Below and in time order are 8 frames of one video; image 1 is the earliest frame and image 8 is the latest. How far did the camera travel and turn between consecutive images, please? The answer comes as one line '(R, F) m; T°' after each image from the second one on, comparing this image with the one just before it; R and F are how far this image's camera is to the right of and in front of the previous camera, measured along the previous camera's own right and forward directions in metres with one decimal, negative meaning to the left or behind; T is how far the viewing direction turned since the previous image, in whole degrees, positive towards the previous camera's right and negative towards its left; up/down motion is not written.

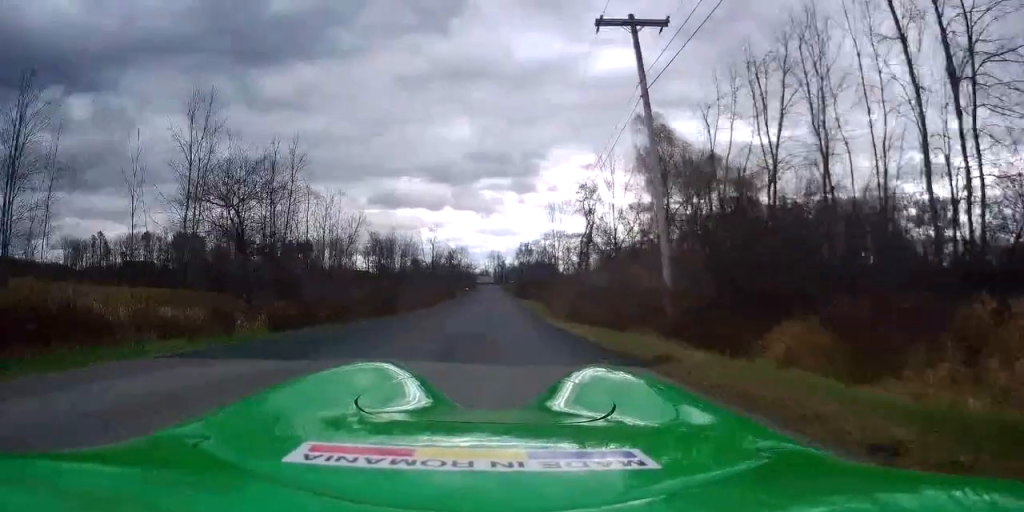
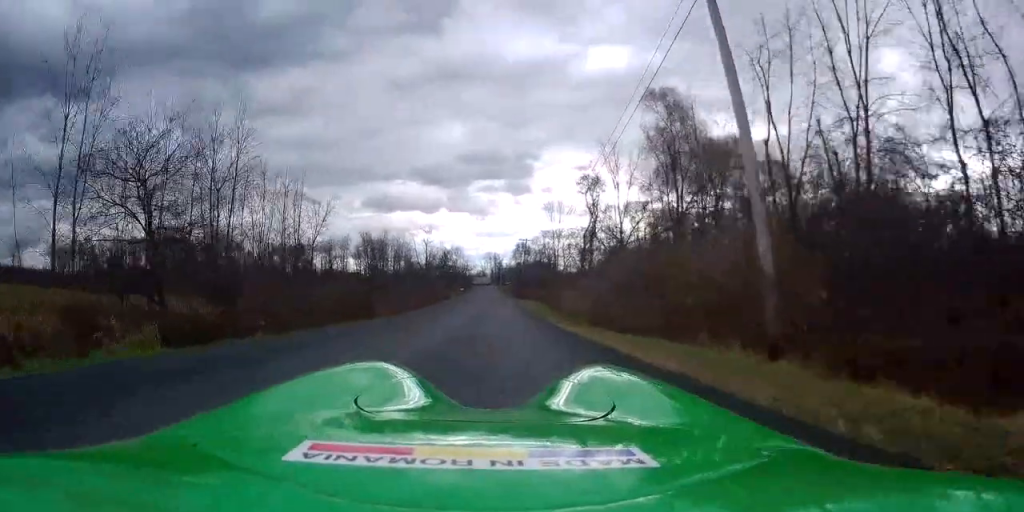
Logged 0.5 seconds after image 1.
(0.0, +6.8) m; -1°
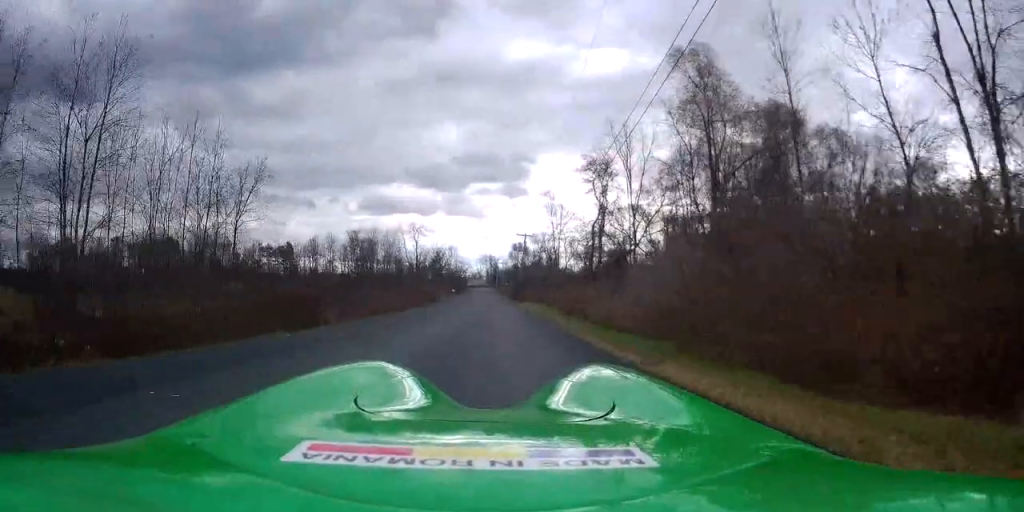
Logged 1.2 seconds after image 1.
(-0.2, +10.5) m; -1°
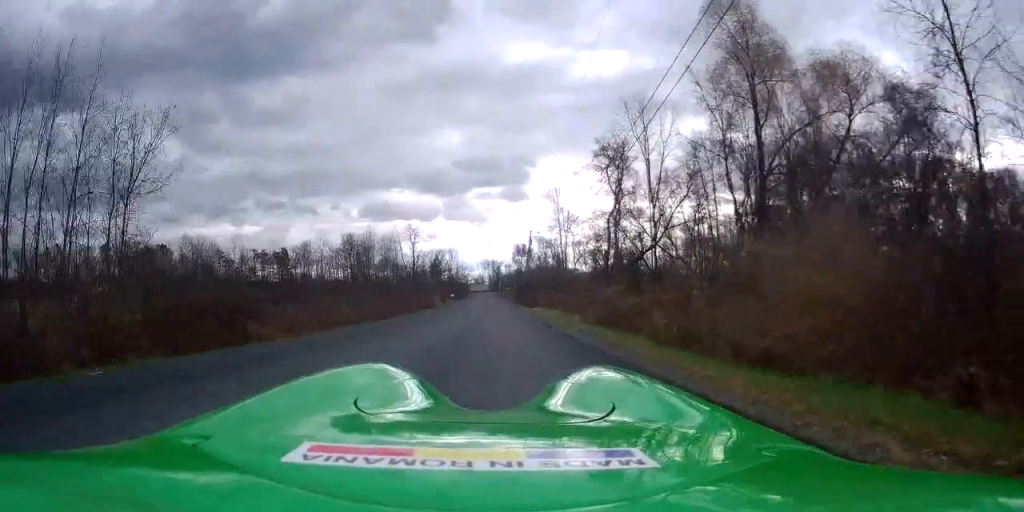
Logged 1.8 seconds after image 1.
(-0.1, +8.2) m; 0°
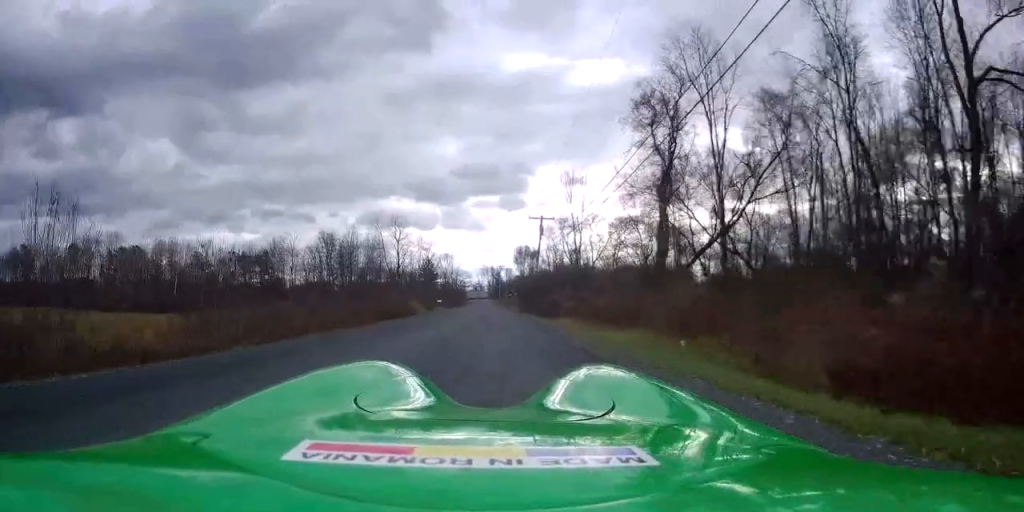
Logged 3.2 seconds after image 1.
(0.0, +19.4) m; 0°
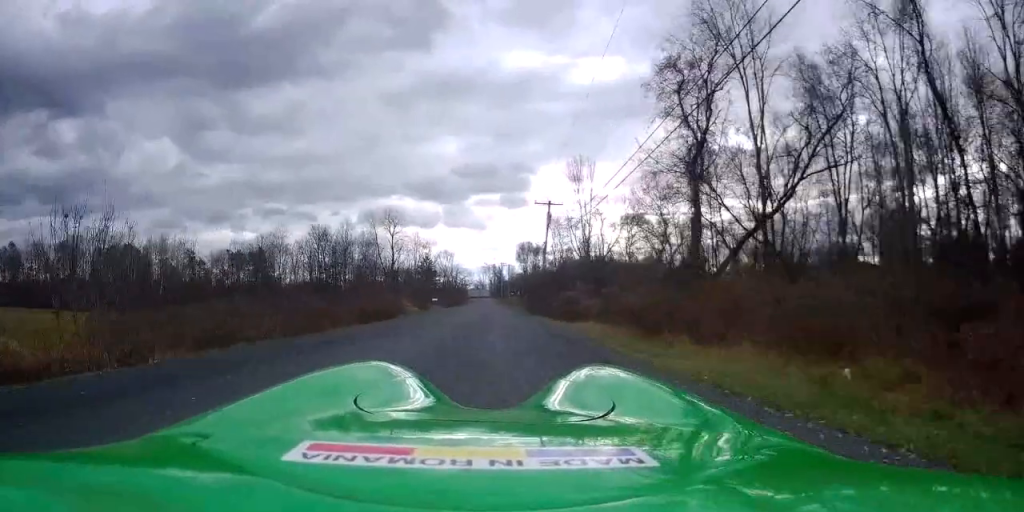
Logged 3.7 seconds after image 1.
(0.0, +7.1) m; 0°
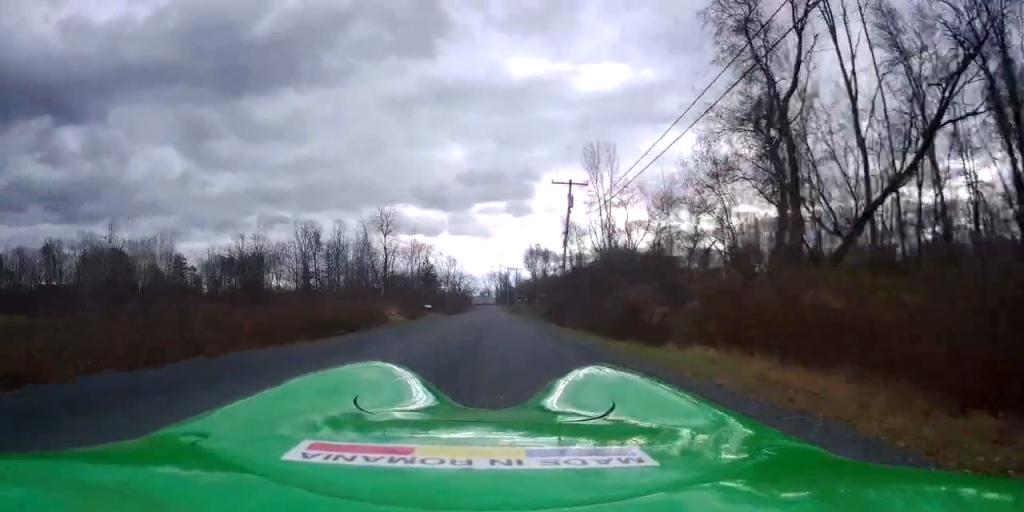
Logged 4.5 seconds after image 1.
(-0.1, +11.2) m; 0°
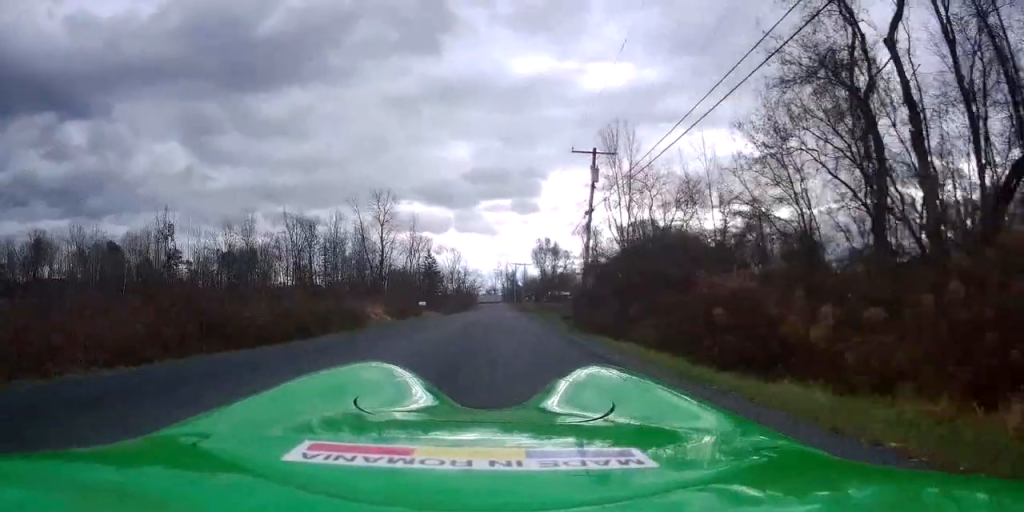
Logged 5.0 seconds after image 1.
(0.0, +7.6) m; 0°
